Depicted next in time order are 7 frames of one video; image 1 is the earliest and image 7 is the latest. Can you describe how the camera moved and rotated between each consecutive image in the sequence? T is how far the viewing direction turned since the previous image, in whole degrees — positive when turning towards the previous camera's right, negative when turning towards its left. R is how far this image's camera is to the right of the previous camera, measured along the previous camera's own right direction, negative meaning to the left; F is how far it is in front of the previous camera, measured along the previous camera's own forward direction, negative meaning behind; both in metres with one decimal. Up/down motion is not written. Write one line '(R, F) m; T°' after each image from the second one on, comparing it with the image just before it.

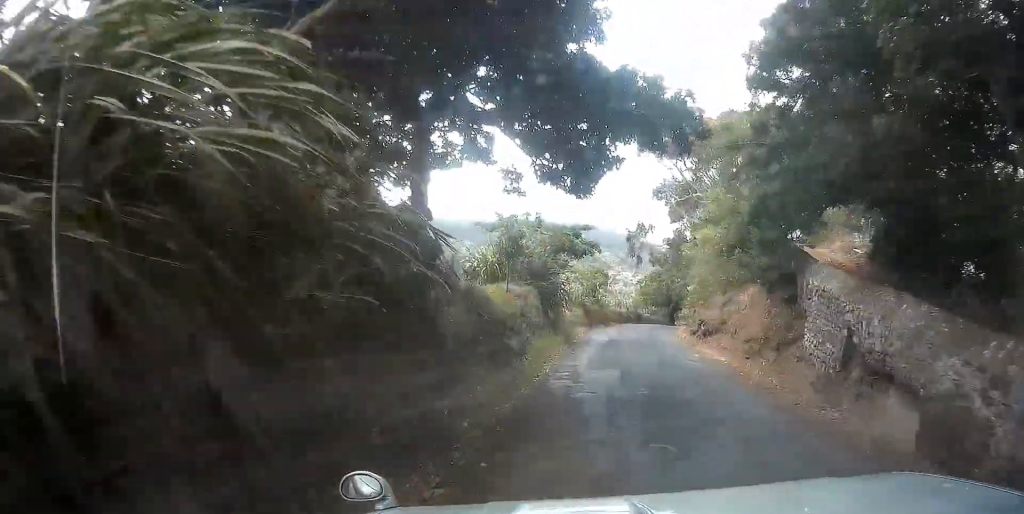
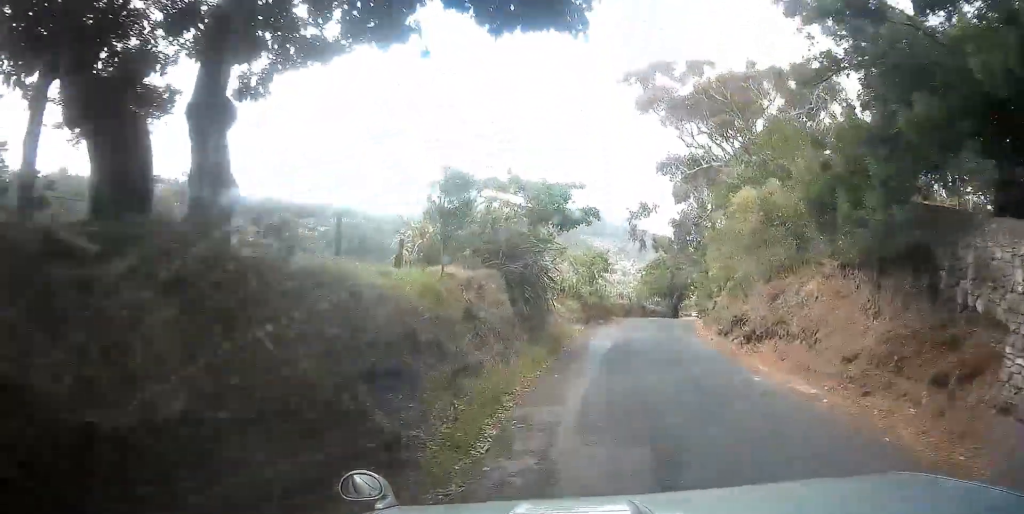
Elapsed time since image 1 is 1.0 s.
(-0.2, +6.7) m; -1°
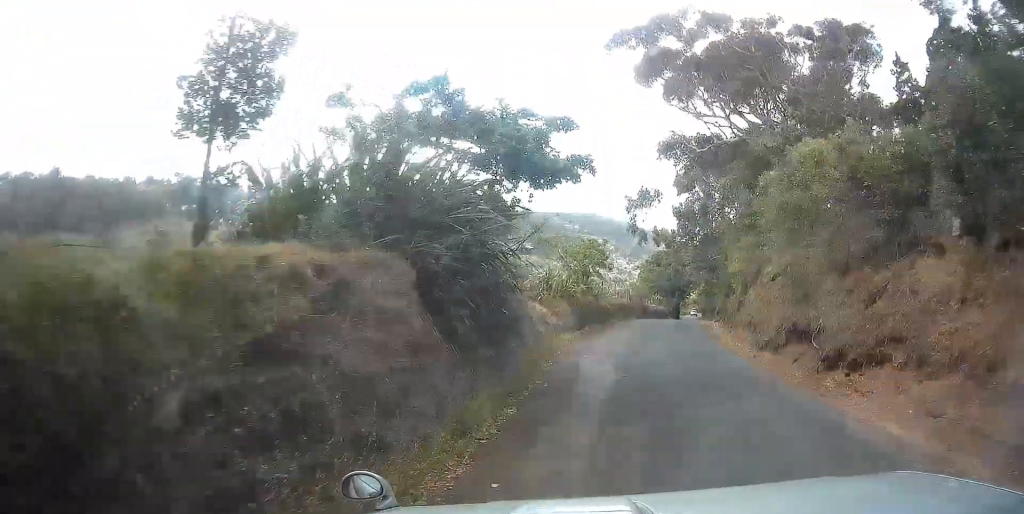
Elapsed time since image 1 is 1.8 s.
(0.0, +6.0) m; +1°
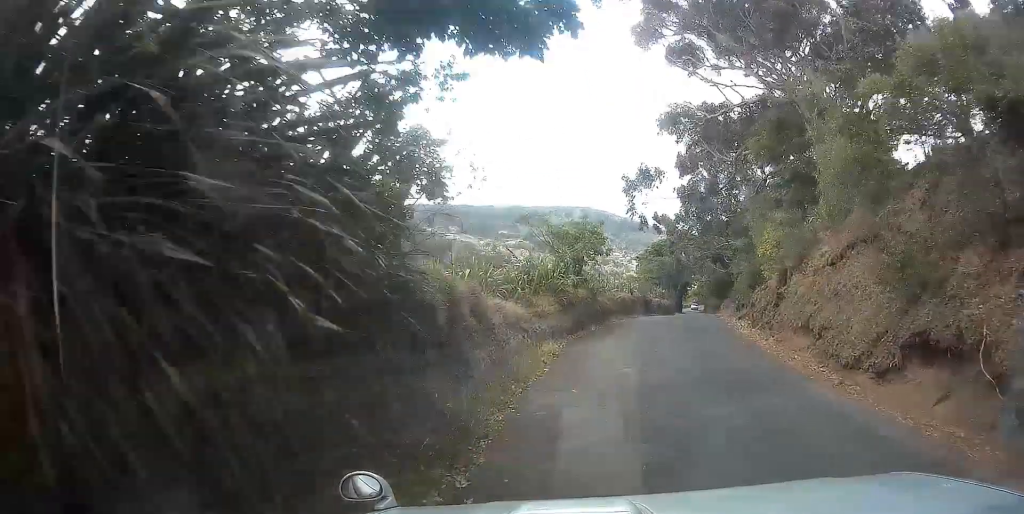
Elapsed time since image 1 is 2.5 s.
(+0.1, +5.2) m; +1°
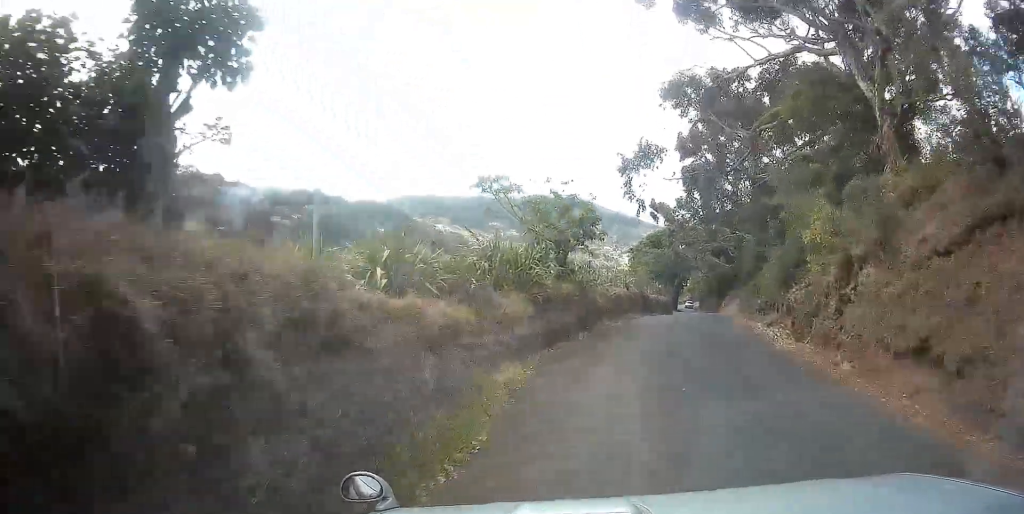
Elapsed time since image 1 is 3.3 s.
(+0.1, +5.5) m; 0°
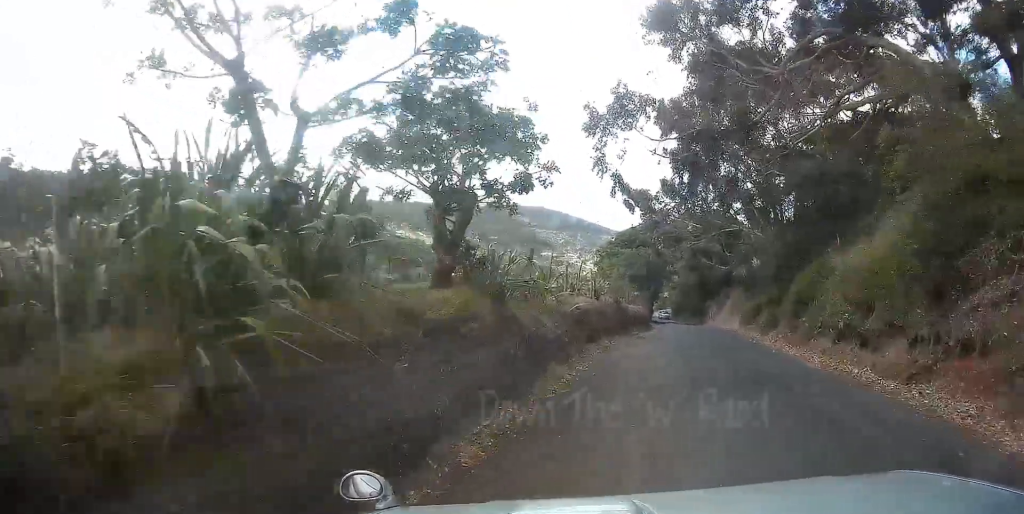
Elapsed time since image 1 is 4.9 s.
(-0.1, +10.8) m; 0°
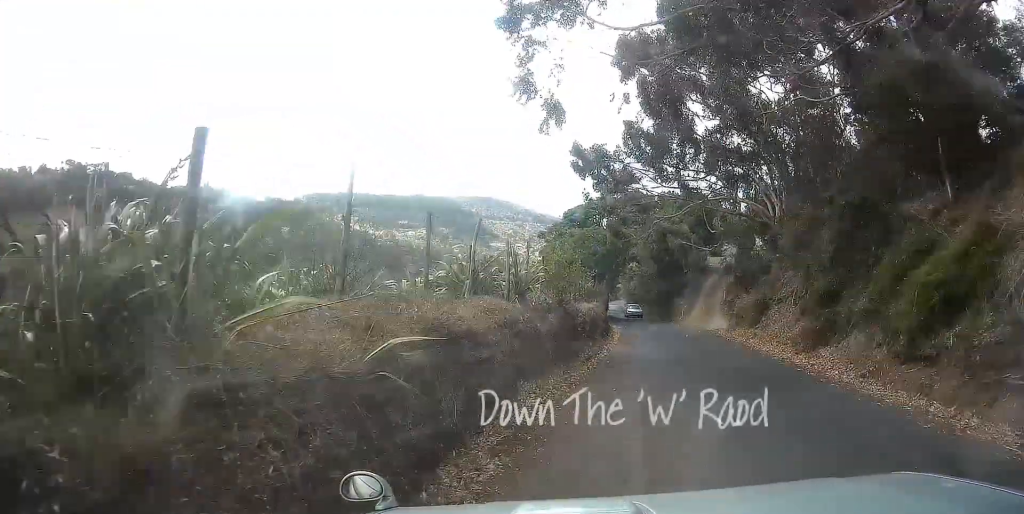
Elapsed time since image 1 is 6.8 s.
(+0.2, +9.9) m; +4°
